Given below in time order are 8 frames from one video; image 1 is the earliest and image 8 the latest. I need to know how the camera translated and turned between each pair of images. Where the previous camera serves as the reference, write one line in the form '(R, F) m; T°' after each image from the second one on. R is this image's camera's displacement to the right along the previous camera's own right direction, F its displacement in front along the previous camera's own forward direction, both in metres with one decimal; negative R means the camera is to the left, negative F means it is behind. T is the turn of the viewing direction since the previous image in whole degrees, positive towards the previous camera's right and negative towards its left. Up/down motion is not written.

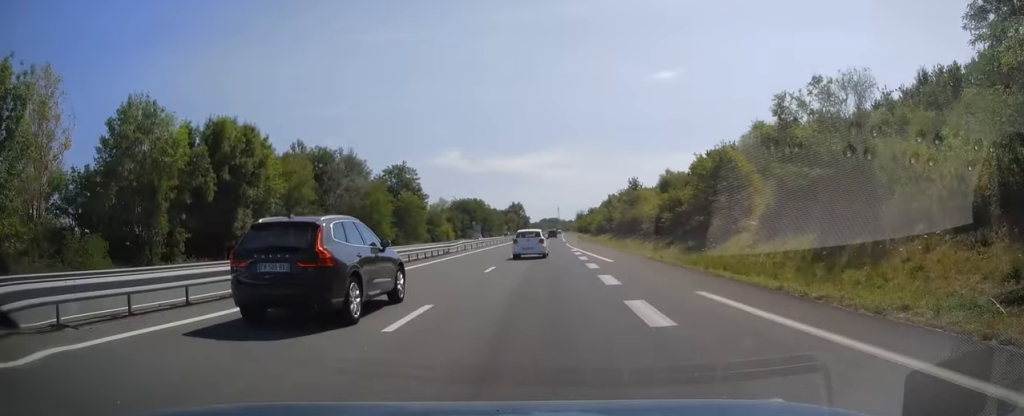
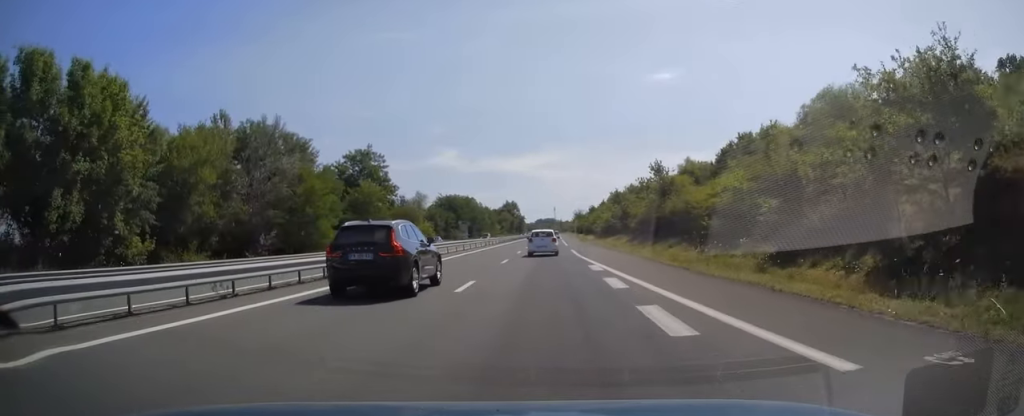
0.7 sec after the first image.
(-0.2, +20.1) m; 0°
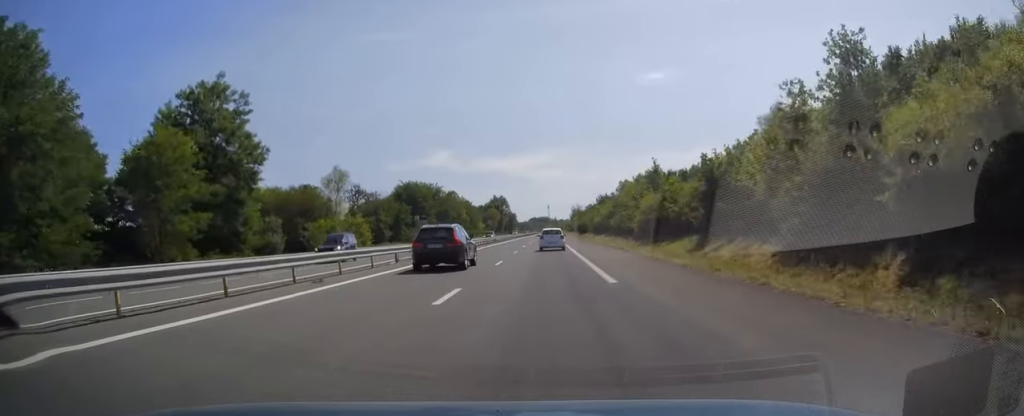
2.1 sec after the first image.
(+0.2, +42.2) m; +2°
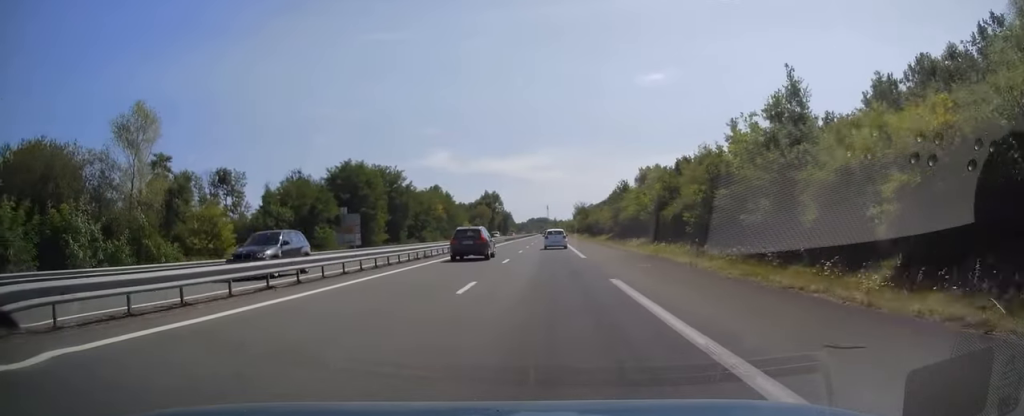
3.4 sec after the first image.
(+0.4, +37.7) m; 0°
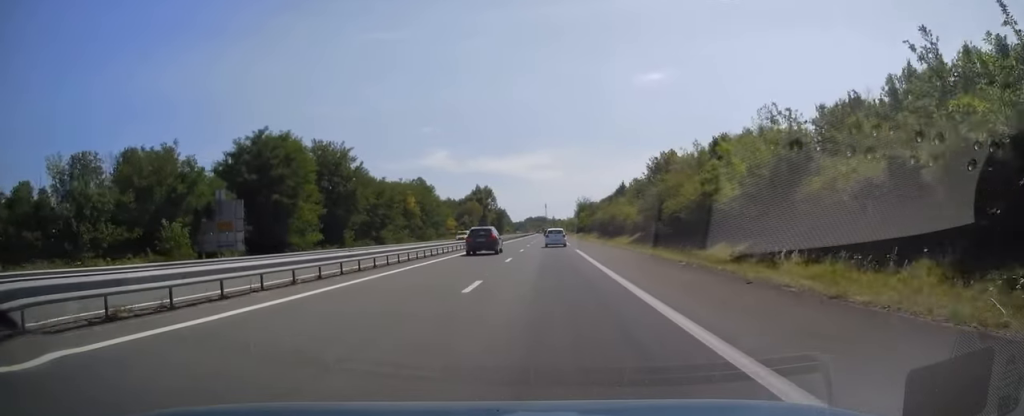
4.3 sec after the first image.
(-0.2, +26.5) m; -1°
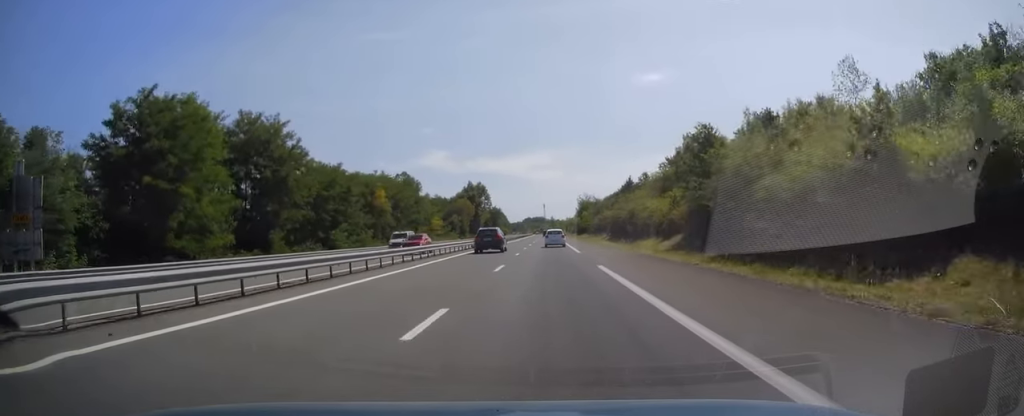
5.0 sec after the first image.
(0.0, +19.1) m; 0°
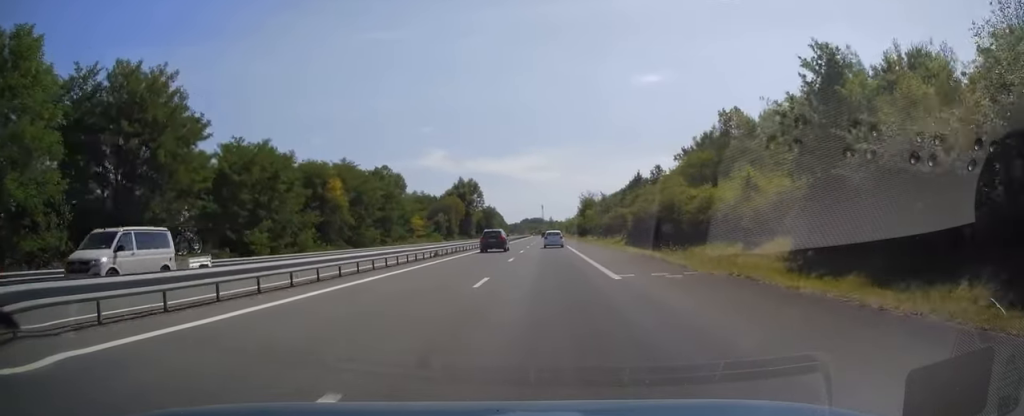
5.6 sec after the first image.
(0.0, +19.1) m; 0°
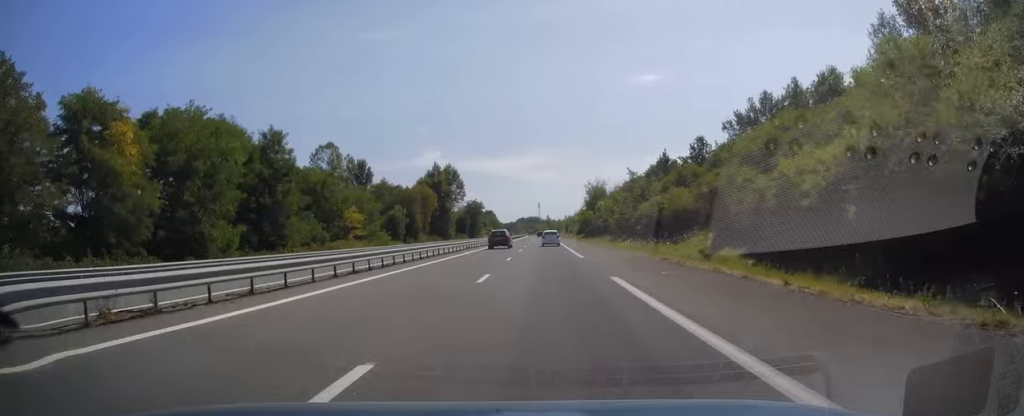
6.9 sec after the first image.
(+0.5, +38.2) m; +1°
